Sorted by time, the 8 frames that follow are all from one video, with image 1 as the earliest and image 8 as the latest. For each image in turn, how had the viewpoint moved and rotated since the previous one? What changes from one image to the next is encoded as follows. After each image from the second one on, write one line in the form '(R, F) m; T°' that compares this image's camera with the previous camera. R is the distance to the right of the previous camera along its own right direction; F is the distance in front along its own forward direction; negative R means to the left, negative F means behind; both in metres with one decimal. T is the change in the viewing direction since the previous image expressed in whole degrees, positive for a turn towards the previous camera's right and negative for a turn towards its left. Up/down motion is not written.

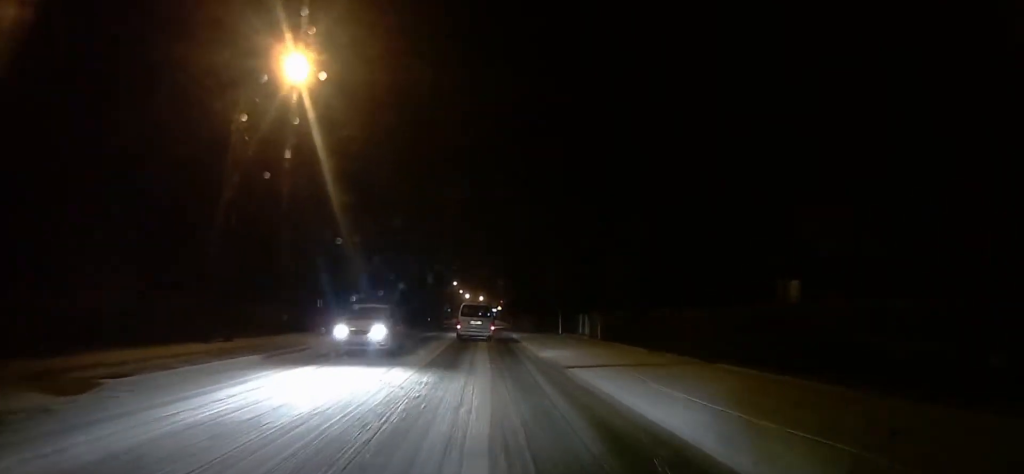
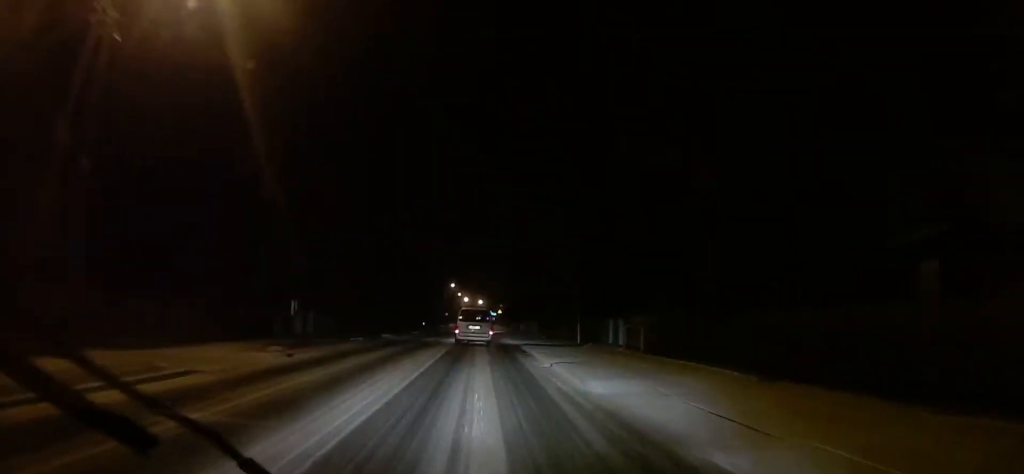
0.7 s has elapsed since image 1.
(0.0, +8.9) m; 0°
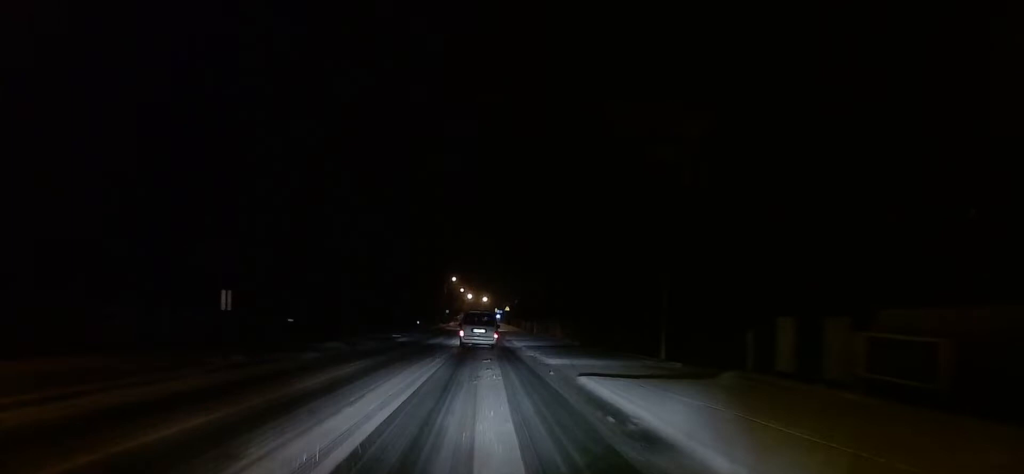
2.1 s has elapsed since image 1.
(0.0, +16.3) m; +1°
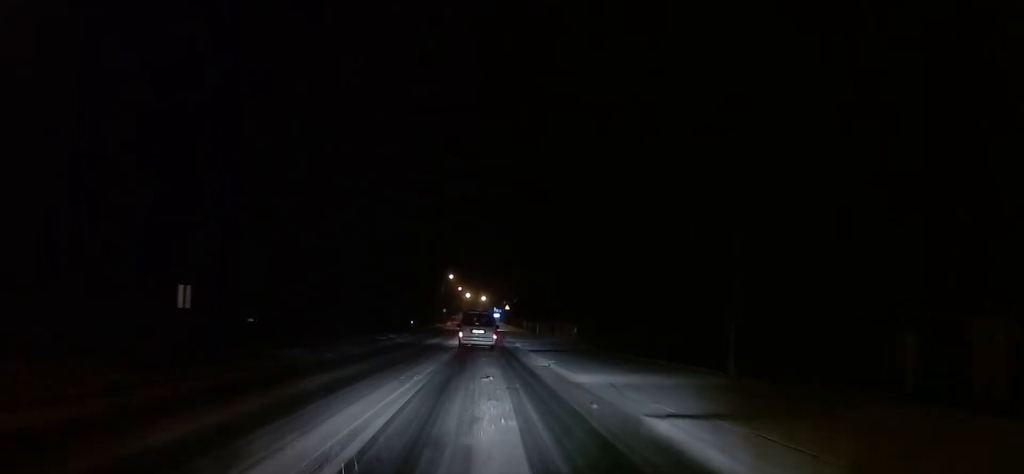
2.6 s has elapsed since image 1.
(0.0, +6.0) m; 0°
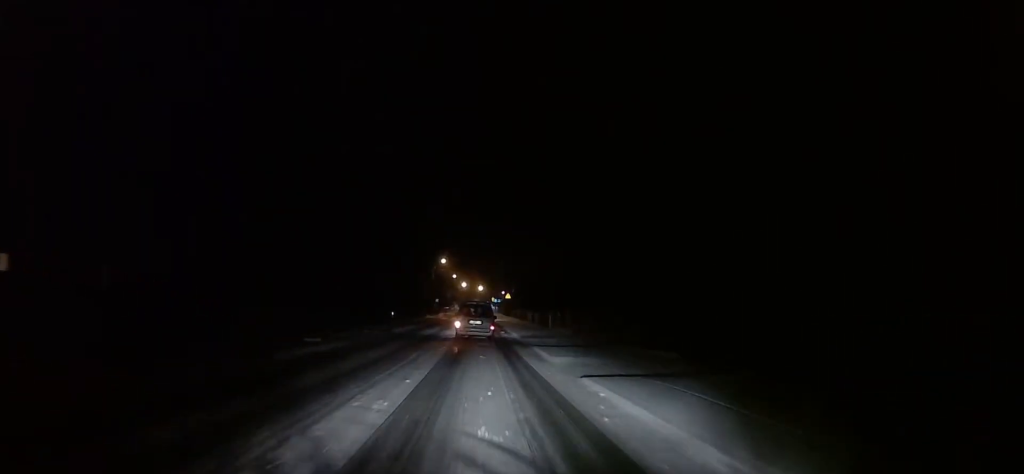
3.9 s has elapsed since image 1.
(0.0, +14.9) m; 0°
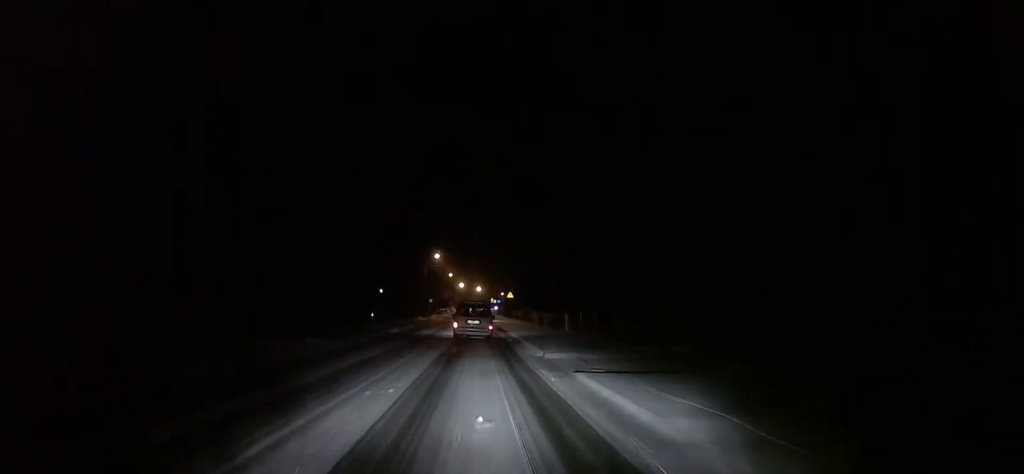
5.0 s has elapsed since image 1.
(+0.1, +11.4) m; 0°
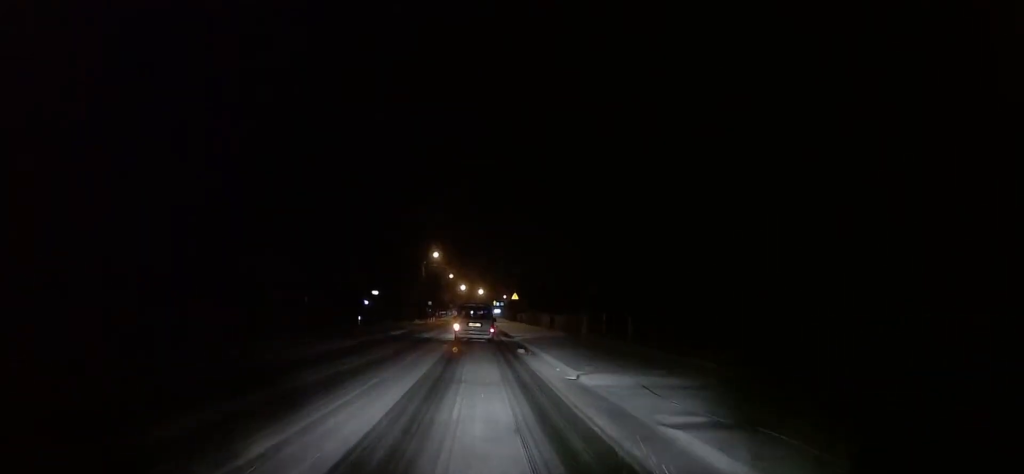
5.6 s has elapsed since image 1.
(0.0, +6.9) m; 0°
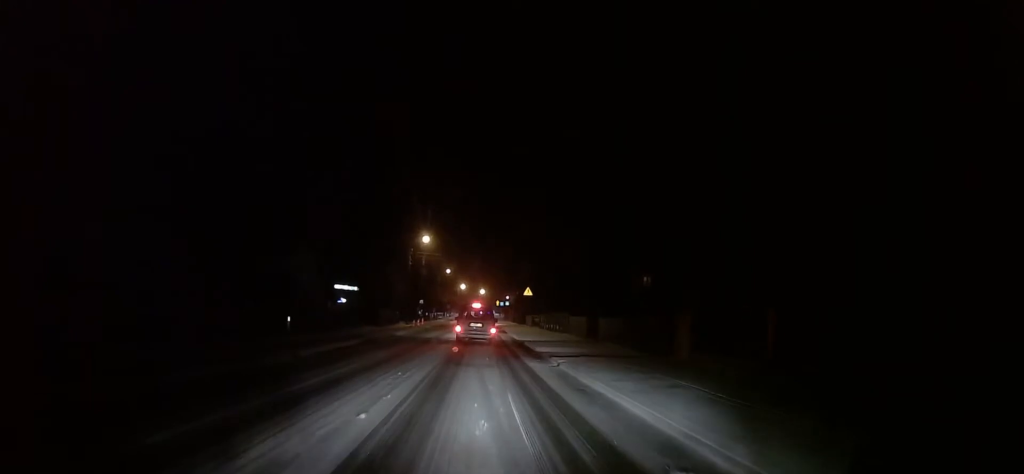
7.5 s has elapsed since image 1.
(+0.1, +19.0) m; +2°
